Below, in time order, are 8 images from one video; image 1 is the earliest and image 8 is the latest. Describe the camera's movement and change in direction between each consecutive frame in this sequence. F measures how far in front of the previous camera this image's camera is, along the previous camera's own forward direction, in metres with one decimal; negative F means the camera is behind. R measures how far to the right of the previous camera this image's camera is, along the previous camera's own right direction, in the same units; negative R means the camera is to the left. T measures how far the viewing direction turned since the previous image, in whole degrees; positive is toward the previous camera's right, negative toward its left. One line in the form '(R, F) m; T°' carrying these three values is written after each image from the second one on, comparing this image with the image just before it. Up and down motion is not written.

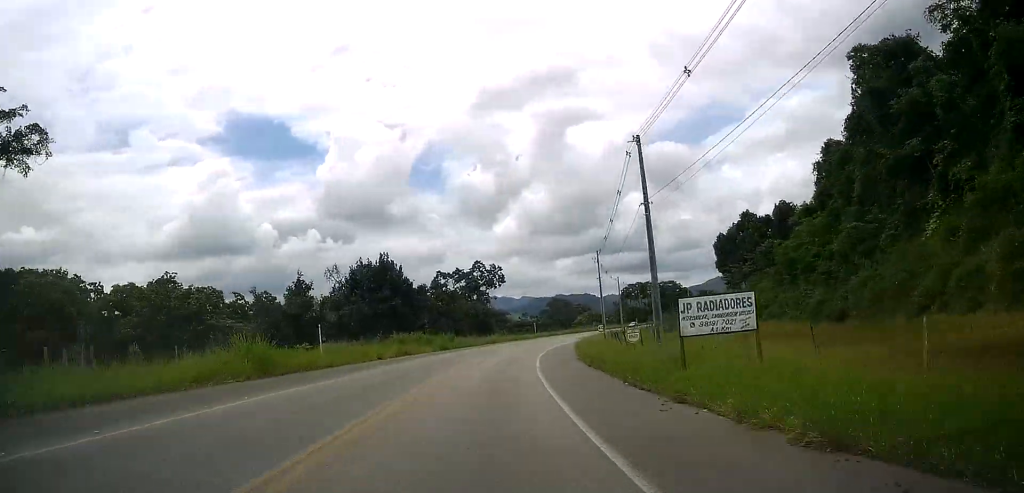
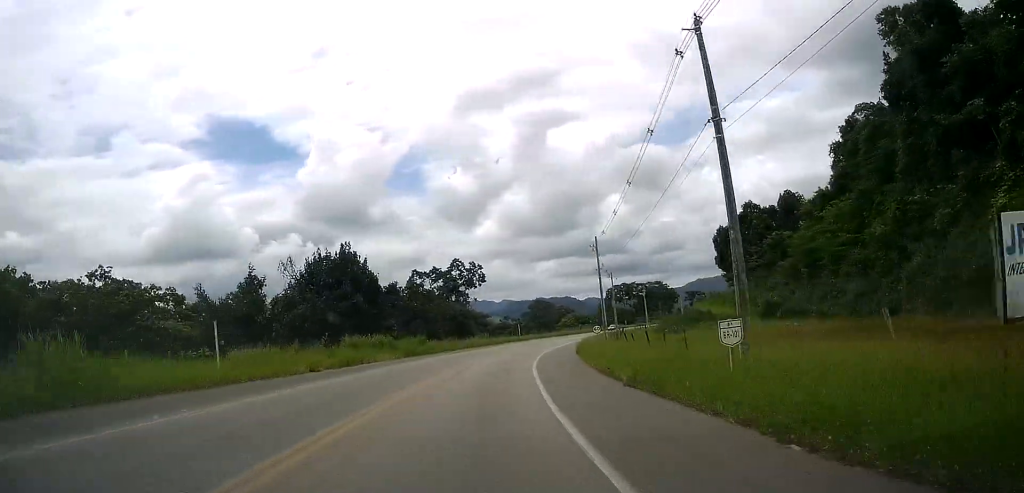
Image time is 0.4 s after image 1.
(+0.1, +10.7) m; +1°
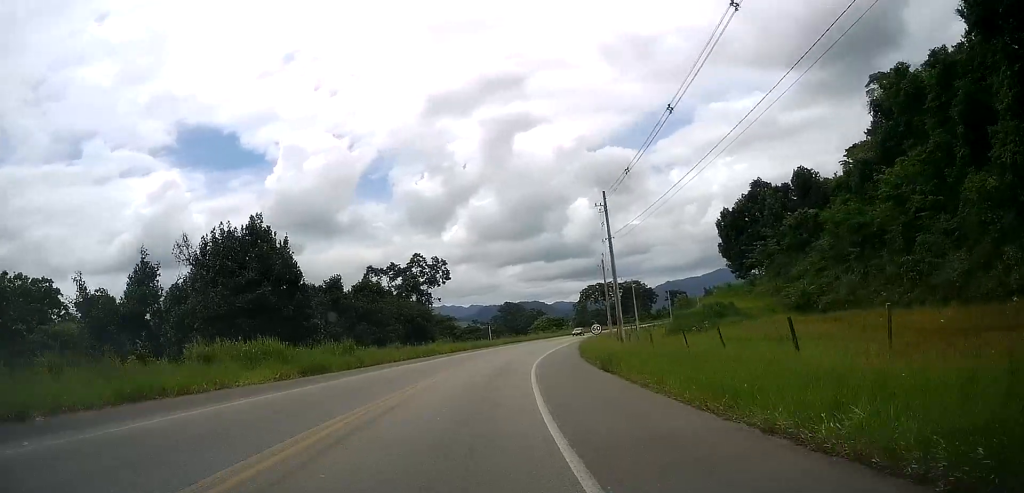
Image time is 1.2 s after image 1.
(+0.1, +17.8) m; +2°
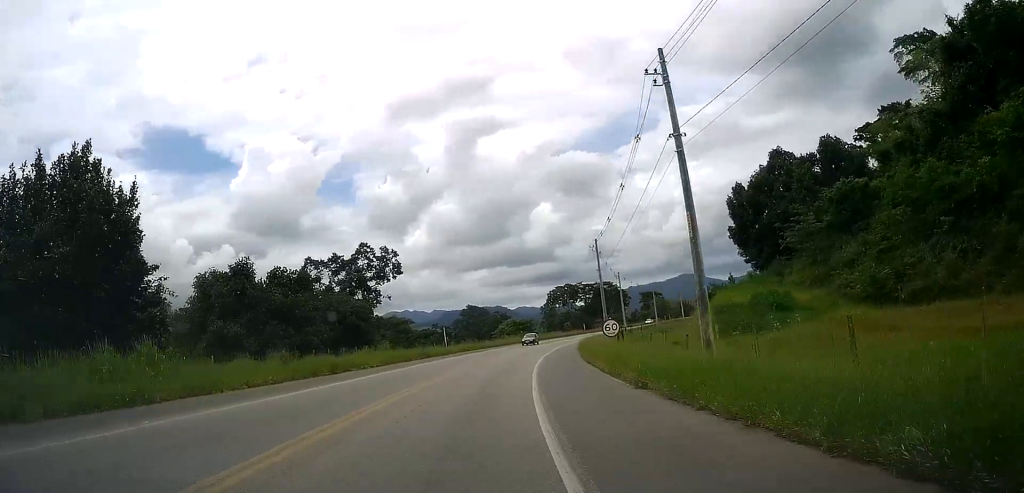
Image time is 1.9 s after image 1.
(+0.6, +19.5) m; +4°
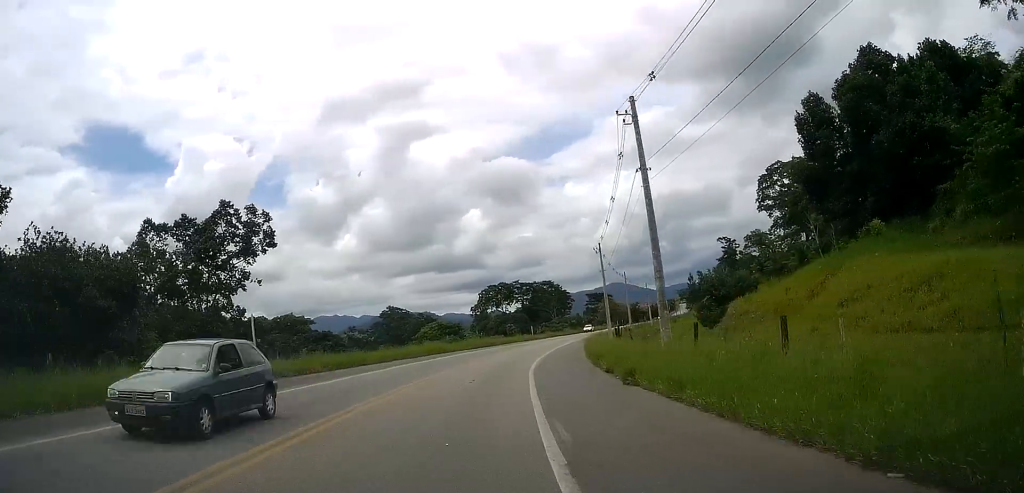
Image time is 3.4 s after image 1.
(+2.2, +35.6) m; +7°
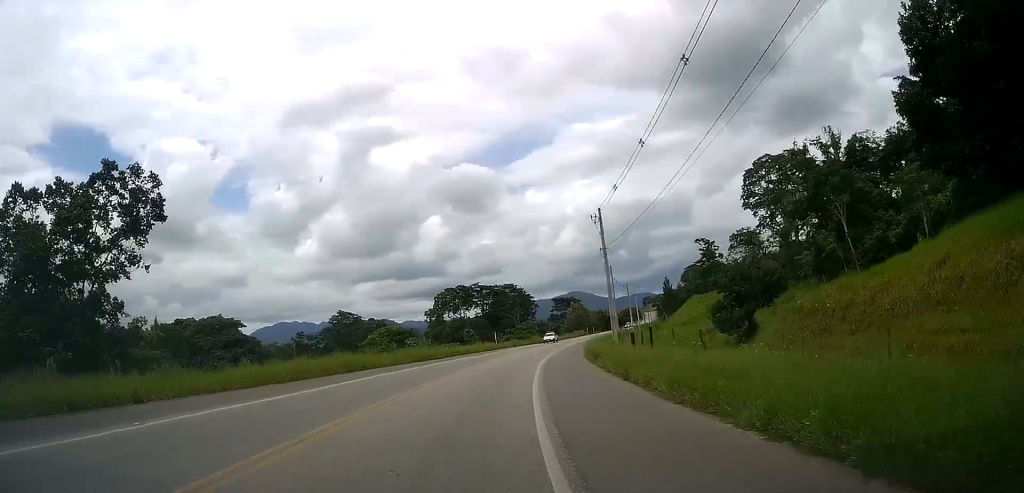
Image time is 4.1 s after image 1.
(+0.6, +19.8) m; +4°
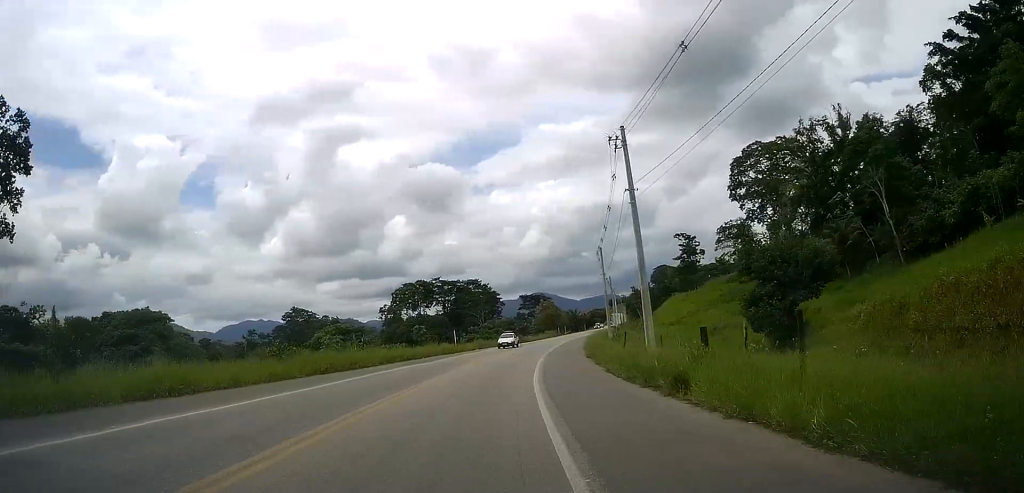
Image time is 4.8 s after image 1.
(+0.7, +17.0) m; +3°
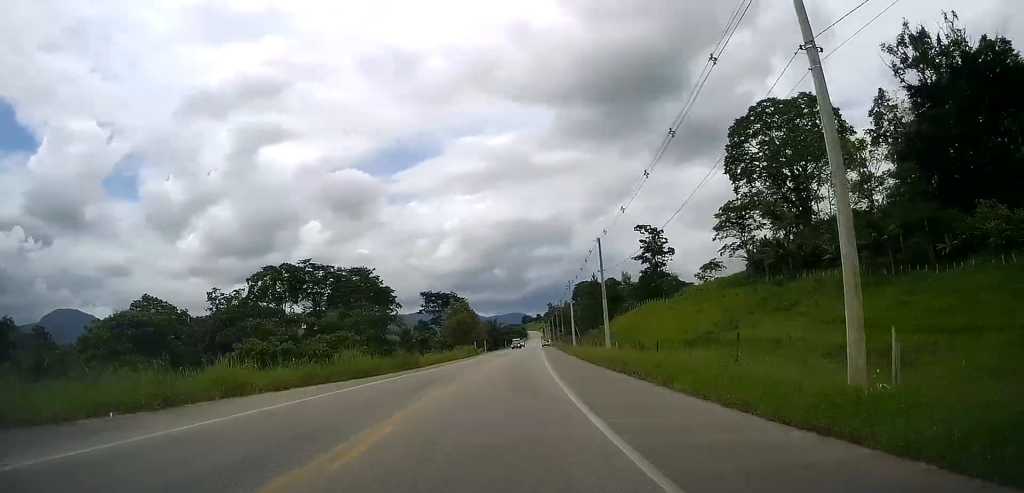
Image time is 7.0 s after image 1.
(+4.8, +54.9) m; +10°
